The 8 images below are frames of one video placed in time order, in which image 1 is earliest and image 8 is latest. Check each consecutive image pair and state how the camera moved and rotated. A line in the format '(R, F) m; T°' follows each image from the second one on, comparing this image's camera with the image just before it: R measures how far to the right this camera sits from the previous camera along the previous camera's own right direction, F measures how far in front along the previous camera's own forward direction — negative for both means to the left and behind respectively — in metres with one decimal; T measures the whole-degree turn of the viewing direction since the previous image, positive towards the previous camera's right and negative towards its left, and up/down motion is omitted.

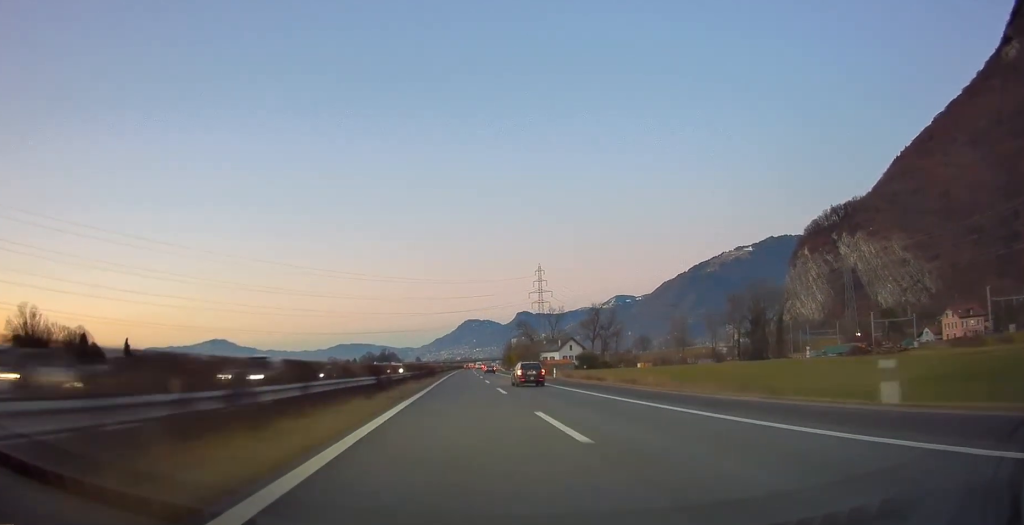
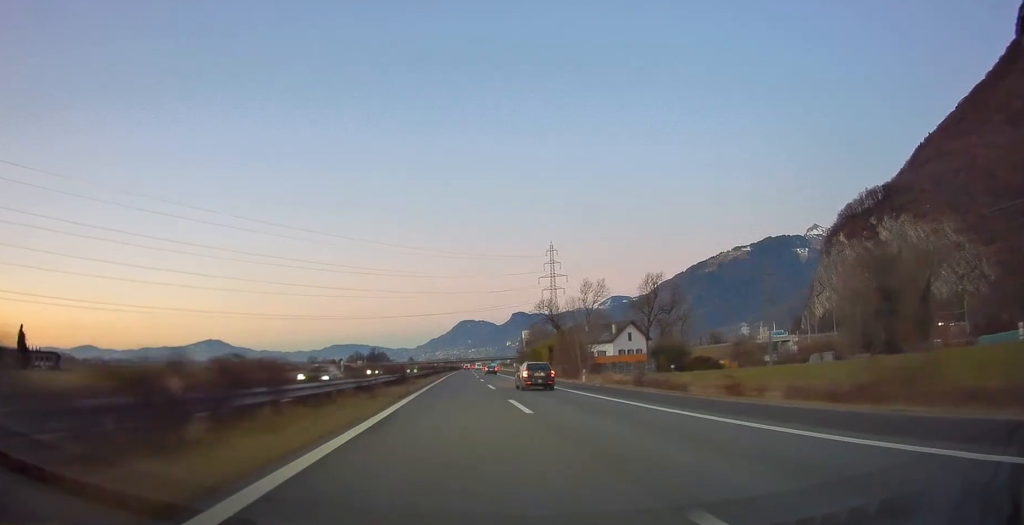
(+0.2, +66.4) m; 0°
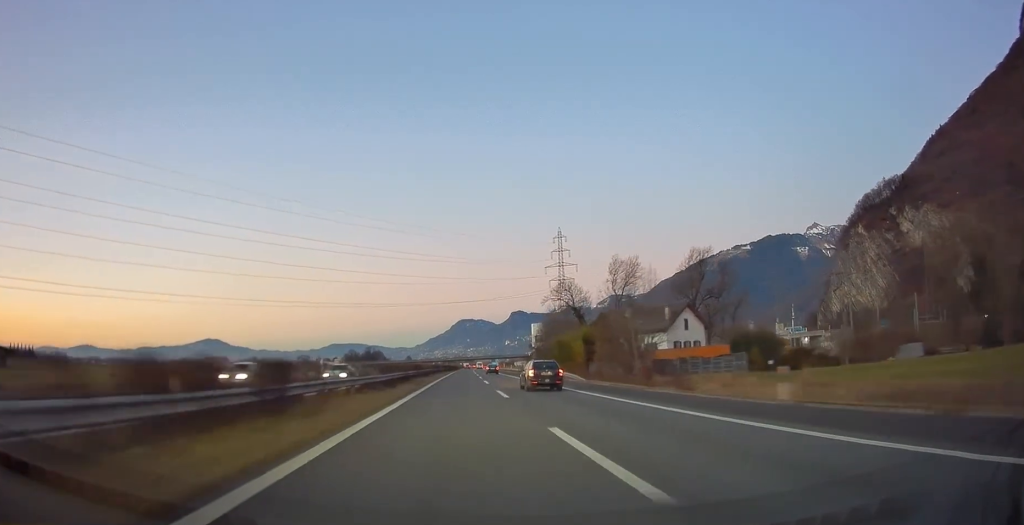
(+0.1, +29.3) m; 0°
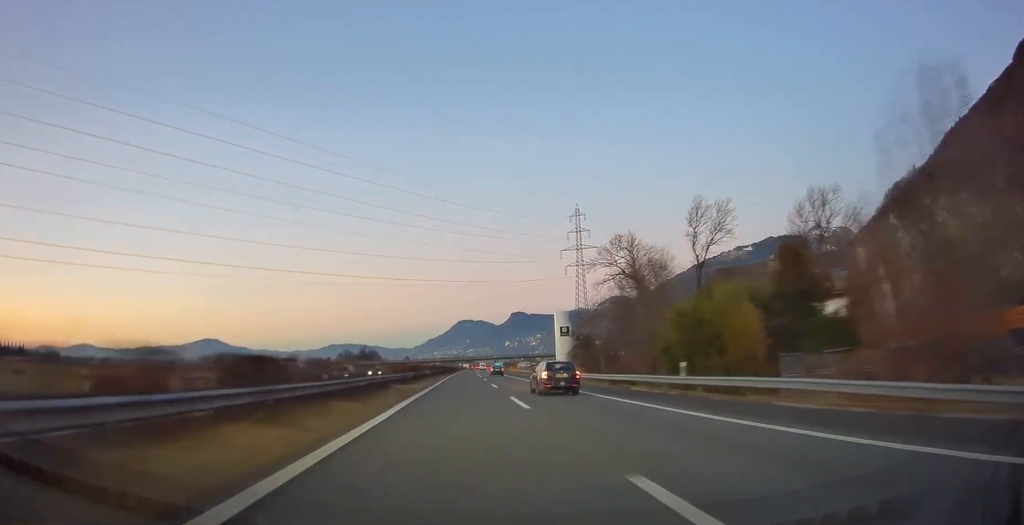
(+0.2, +41.8) m; 0°
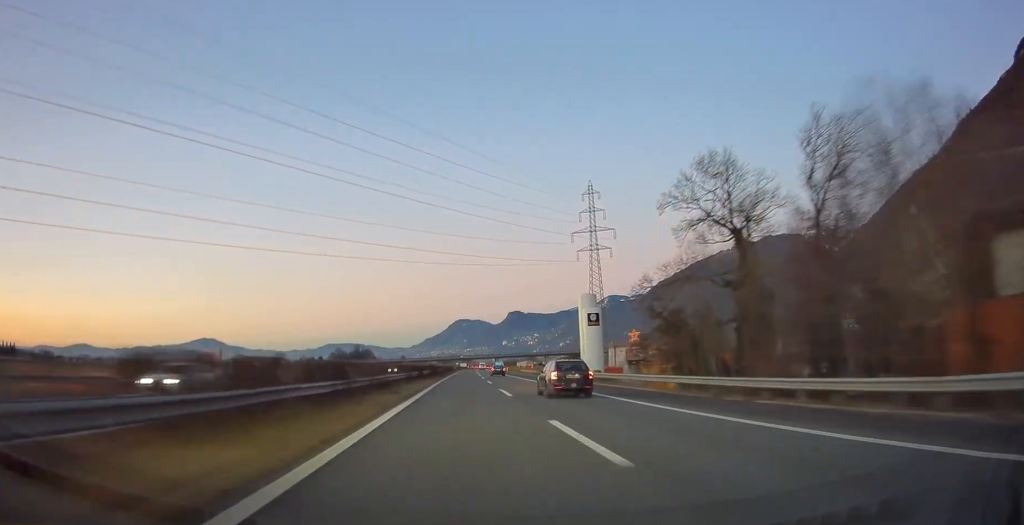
(0.0, +28.2) m; 0°
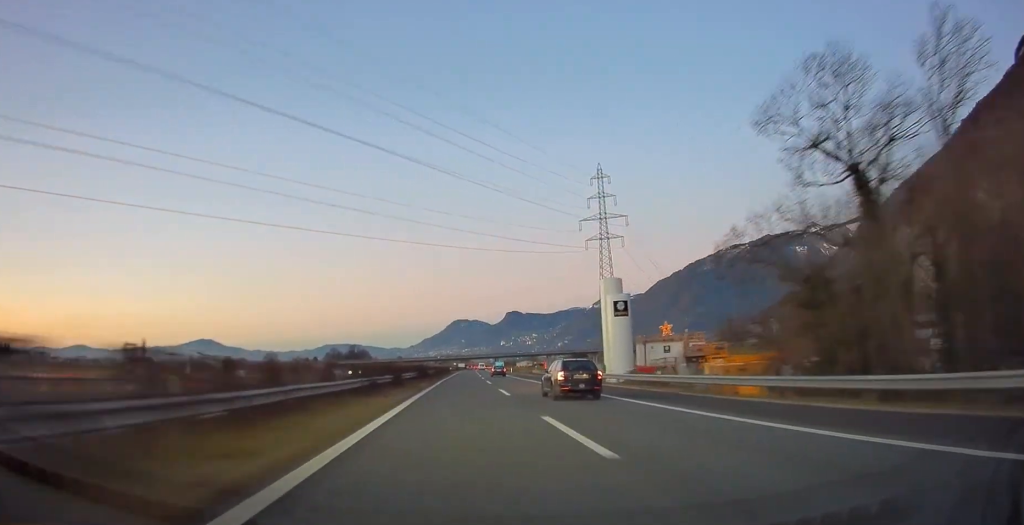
(0.0, +18.0) m; 0°
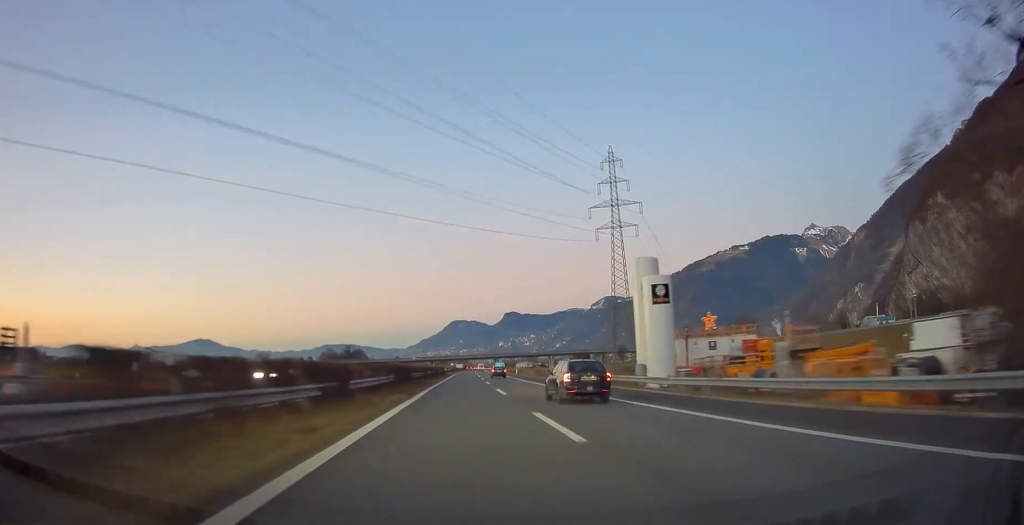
(0.0, +15.8) m; 0°
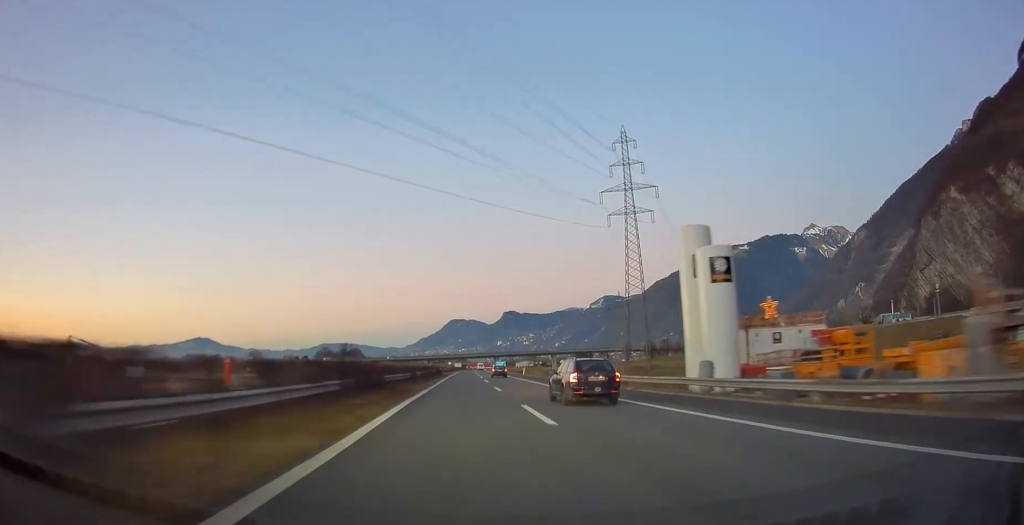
(0.0, +15.8) m; 0°
